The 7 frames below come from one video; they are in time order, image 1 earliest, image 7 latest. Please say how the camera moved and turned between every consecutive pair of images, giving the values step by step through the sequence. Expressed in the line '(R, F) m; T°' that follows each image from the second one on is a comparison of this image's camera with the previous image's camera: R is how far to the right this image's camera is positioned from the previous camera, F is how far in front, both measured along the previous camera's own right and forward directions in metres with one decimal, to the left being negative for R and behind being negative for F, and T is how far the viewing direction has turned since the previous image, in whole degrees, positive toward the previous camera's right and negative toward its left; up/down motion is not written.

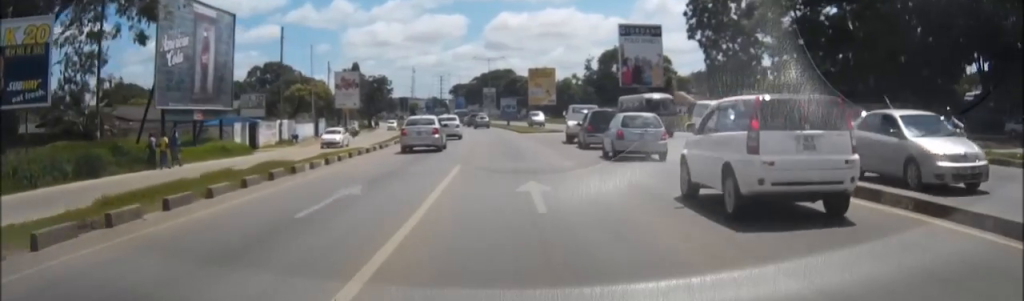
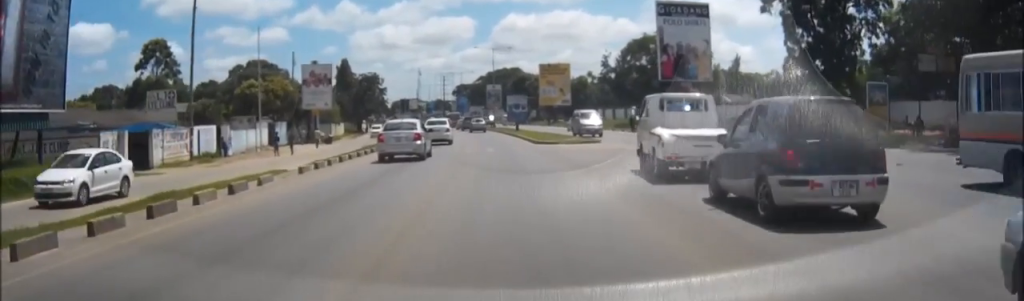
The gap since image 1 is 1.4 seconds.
(-0.7, +20.4) m; -4°
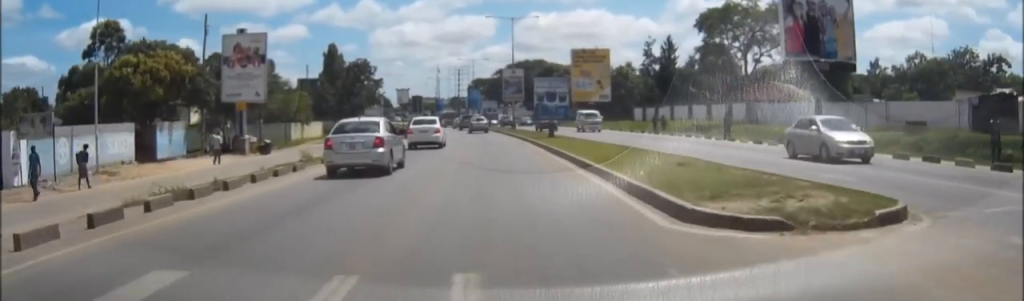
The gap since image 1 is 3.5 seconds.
(-0.3, +28.8) m; -1°
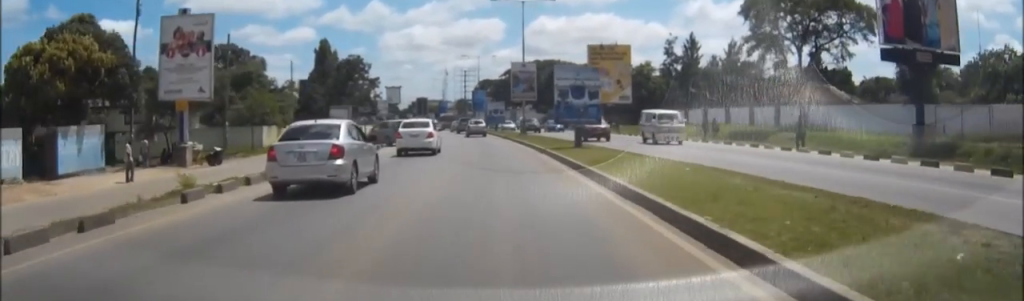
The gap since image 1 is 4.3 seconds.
(0.0, +11.6) m; 0°
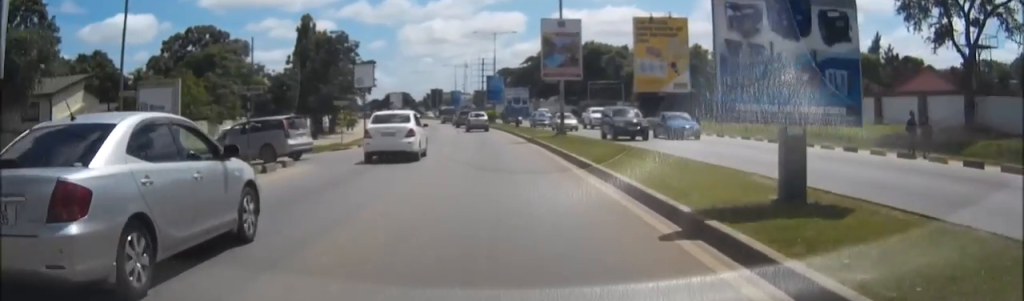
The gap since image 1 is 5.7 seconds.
(-0.1, +22.0) m; -2°
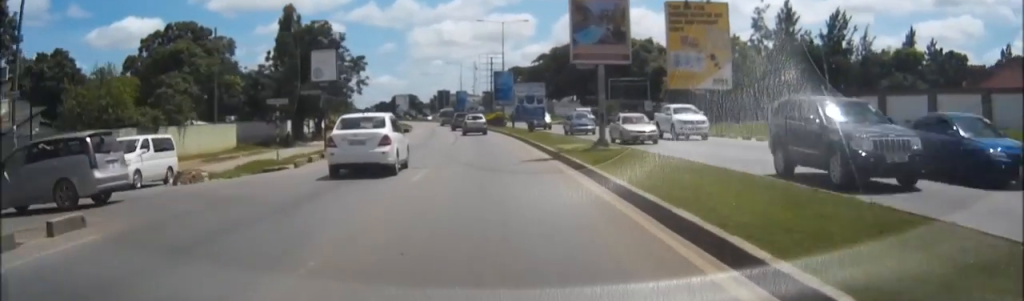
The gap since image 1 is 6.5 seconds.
(-0.4, +12.2) m; -2°
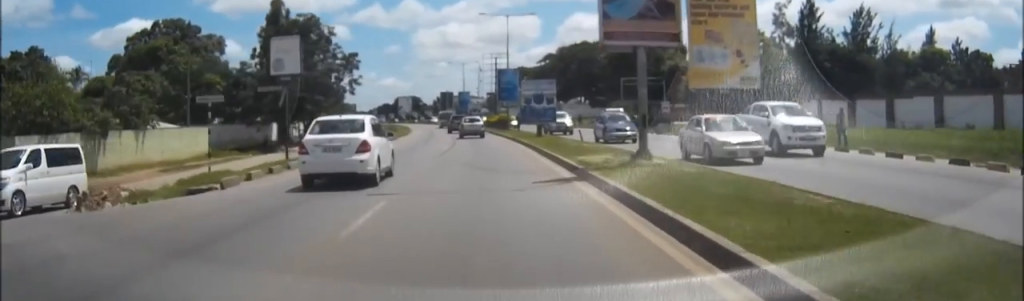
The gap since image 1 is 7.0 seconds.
(0.0, +6.6) m; 0°
